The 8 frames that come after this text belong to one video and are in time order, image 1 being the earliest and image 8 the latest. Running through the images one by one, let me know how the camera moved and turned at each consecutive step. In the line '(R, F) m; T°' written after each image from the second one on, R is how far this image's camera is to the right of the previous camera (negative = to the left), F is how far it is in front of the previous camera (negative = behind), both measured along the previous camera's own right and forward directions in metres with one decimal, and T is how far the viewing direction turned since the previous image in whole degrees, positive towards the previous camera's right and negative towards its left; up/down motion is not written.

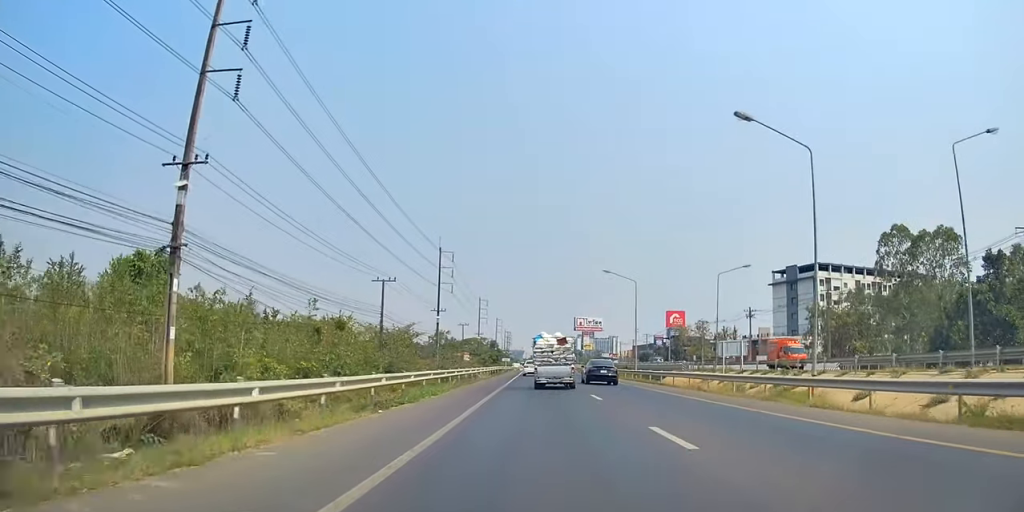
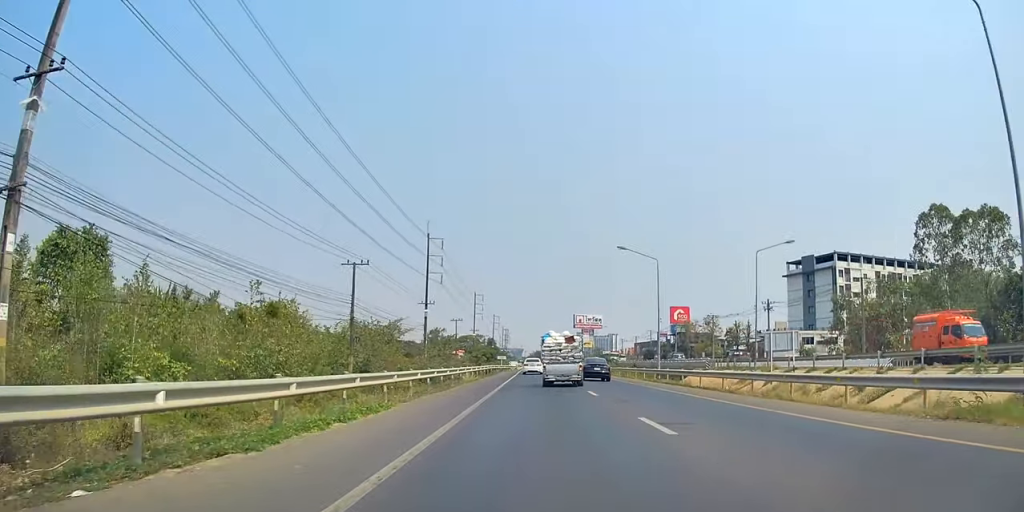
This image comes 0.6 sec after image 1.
(0.0, +11.2) m; 0°
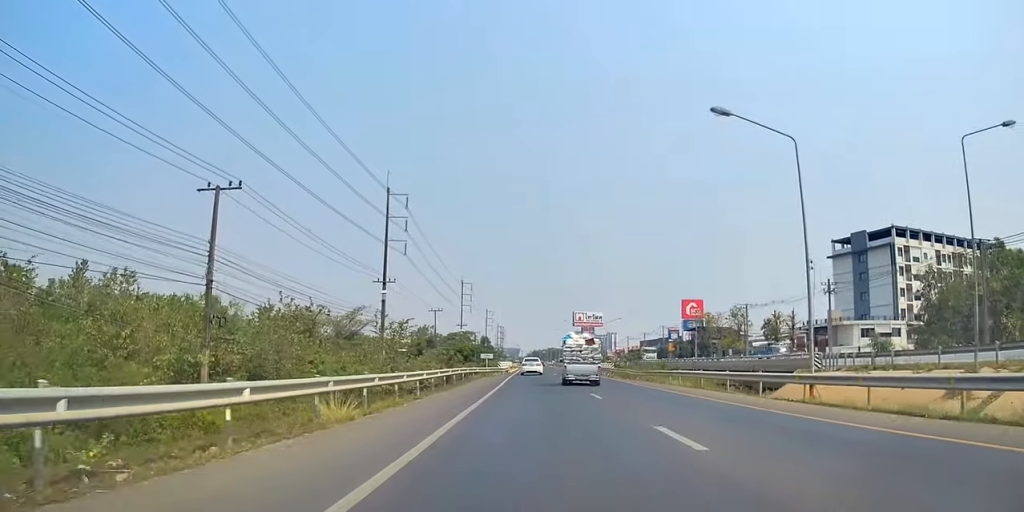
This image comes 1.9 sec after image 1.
(-0.1, +25.0) m; 0°
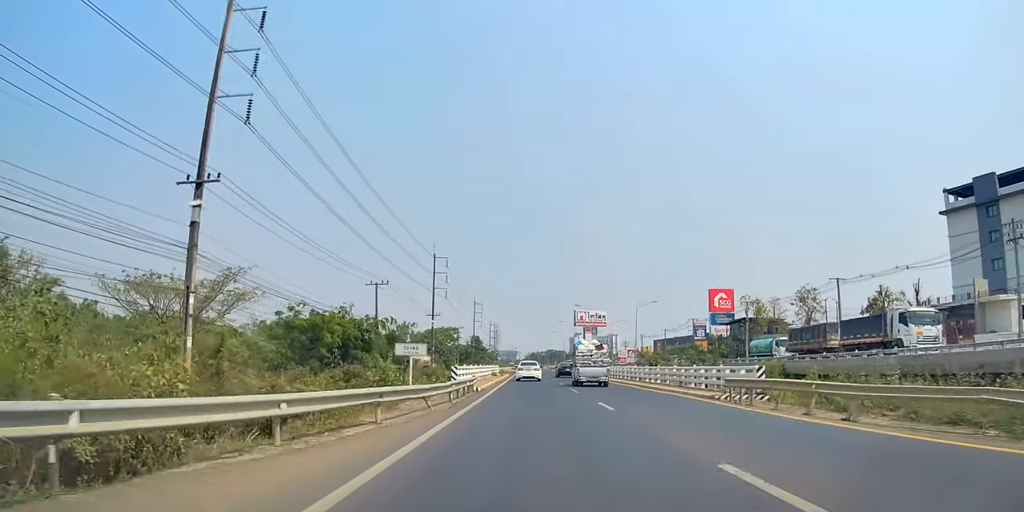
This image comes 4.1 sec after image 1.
(+0.1, +41.1) m; 0°
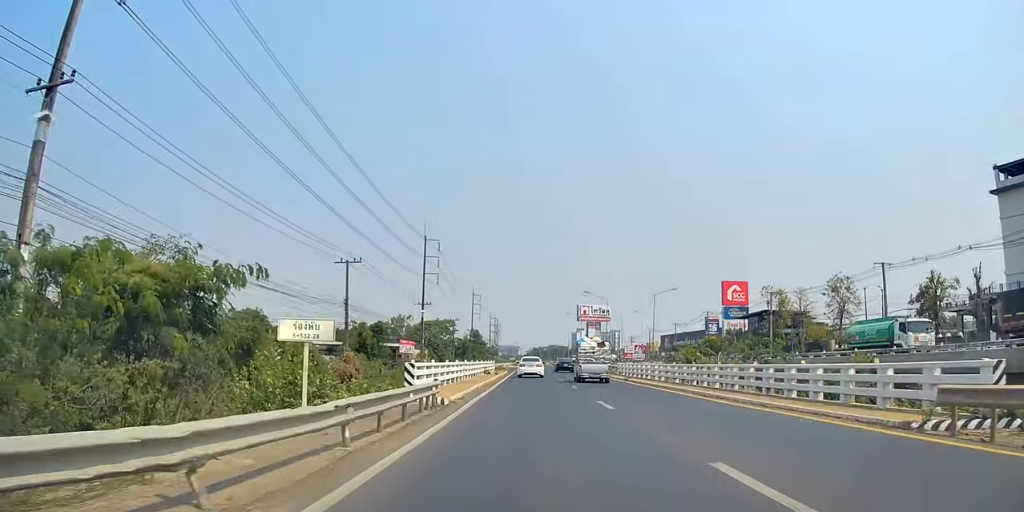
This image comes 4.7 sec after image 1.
(0.0, +11.3) m; 0°
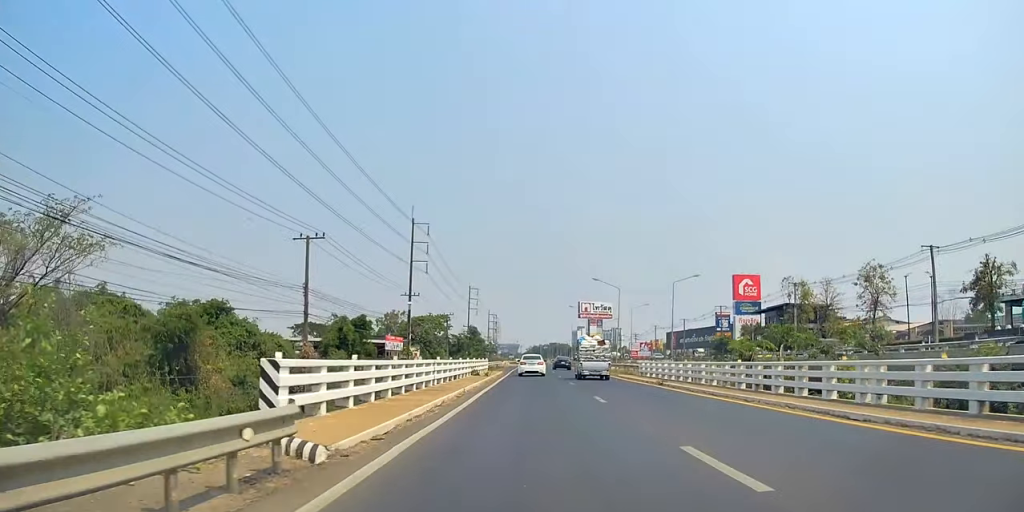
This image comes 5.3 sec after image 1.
(0.0, +10.7) m; 0°
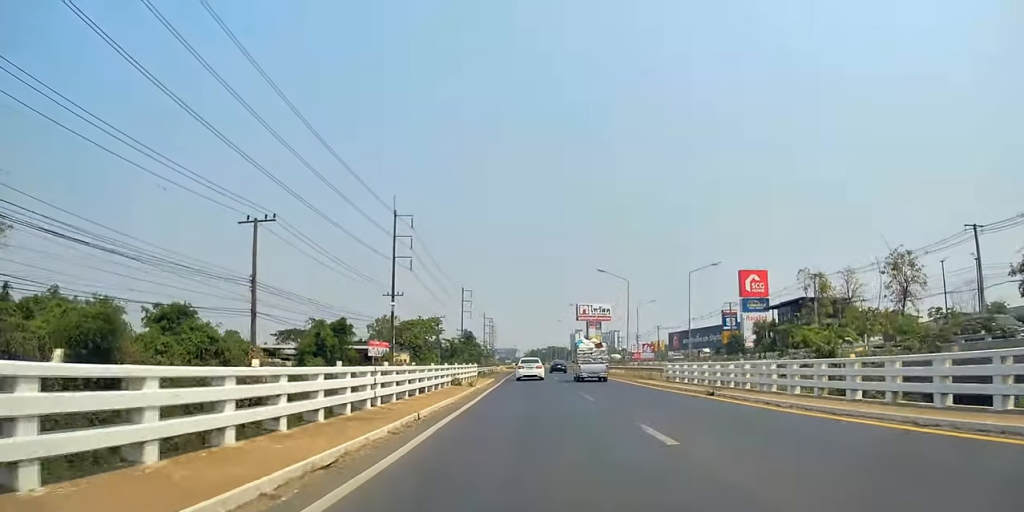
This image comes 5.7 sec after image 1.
(0.0, +9.1) m; 0°
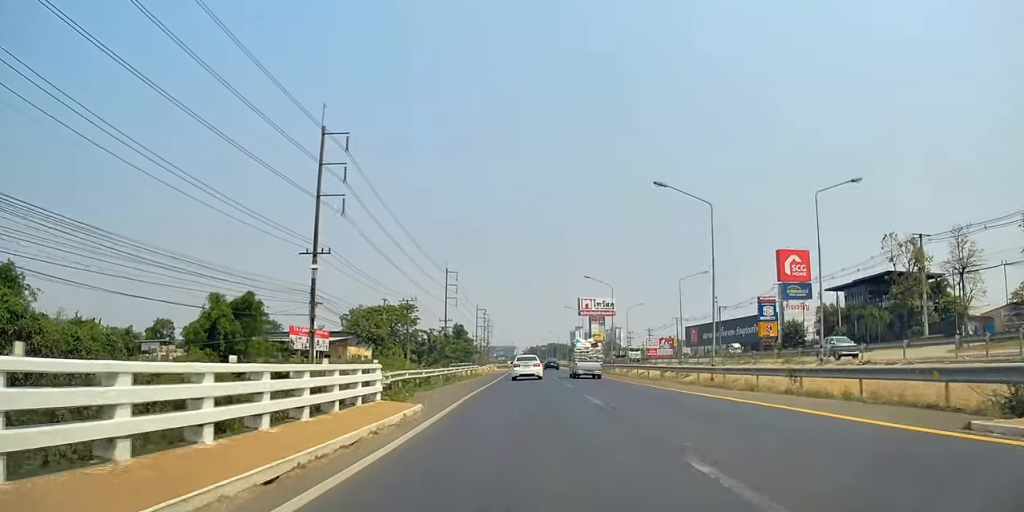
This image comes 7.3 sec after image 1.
(+0.1, +28.8) m; 0°
